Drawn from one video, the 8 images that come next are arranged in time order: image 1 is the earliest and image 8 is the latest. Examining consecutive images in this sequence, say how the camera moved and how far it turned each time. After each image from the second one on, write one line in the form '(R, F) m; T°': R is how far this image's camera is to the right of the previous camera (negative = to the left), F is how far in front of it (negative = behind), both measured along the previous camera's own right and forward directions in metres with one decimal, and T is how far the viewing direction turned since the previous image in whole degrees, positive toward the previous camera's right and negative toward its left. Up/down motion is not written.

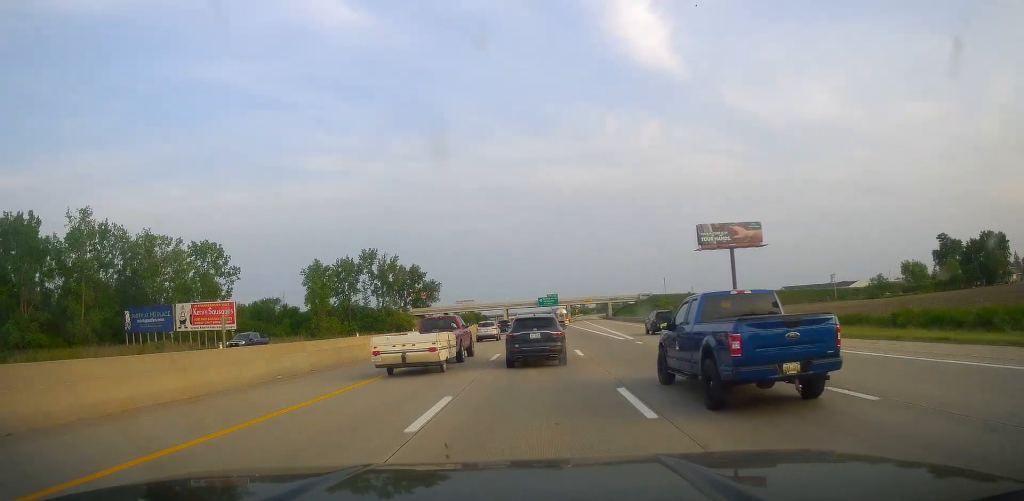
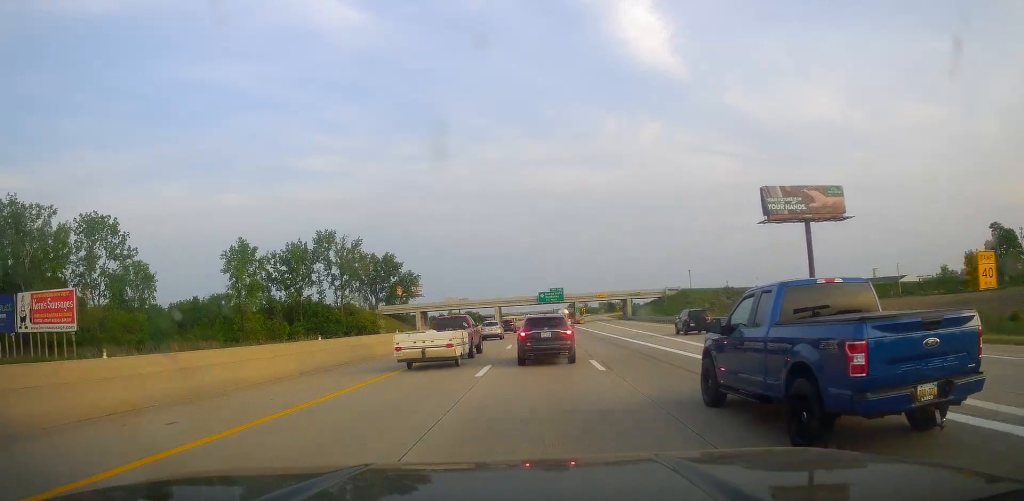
(0.0, +37.6) m; 0°
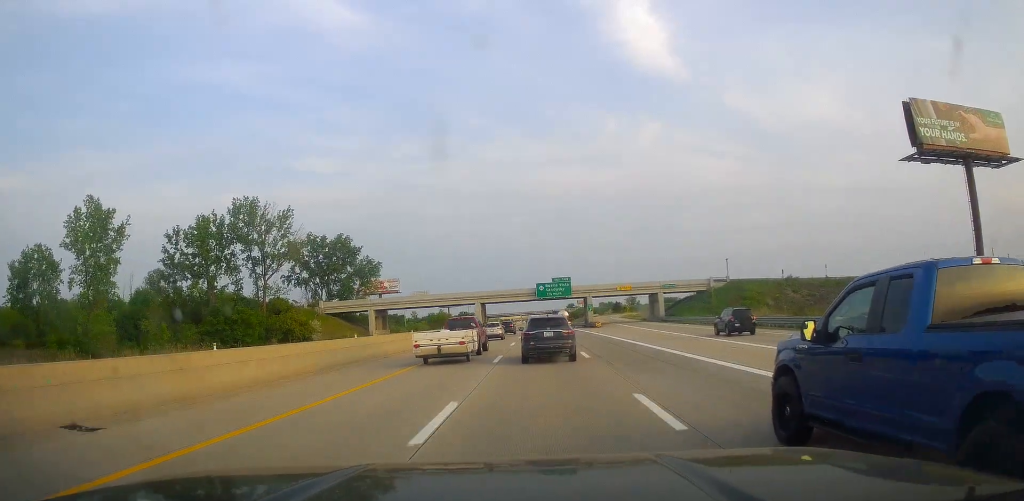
(0.0, +40.2) m; 0°
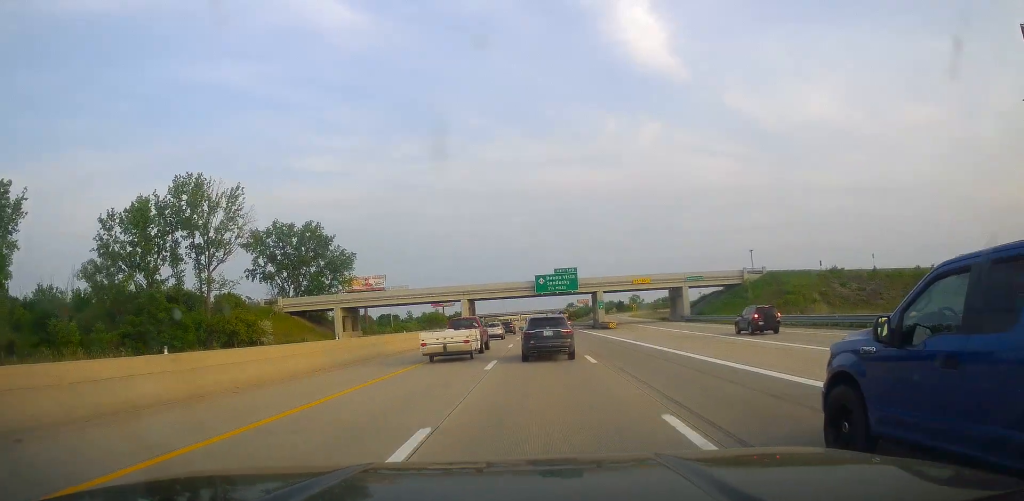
(0.0, +18.4) m; 0°
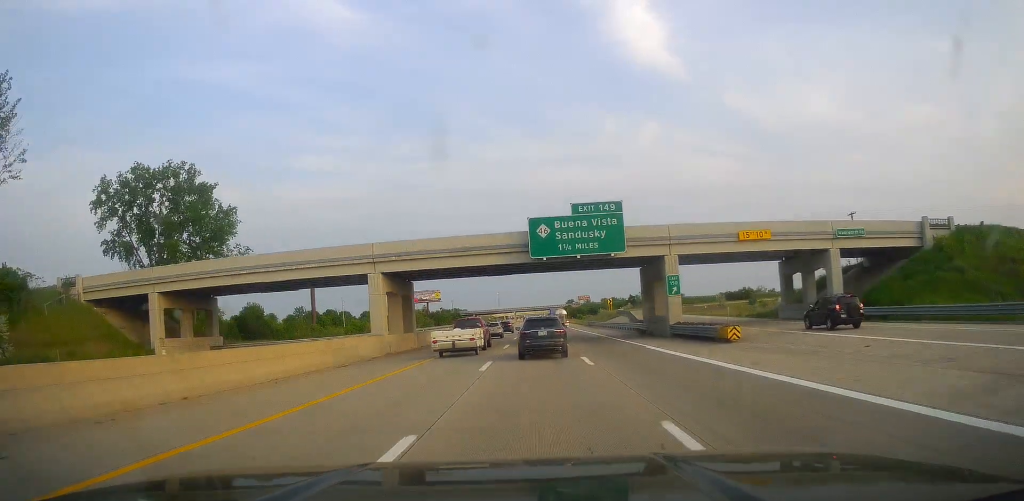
(0.0, +46.4) m; 0°
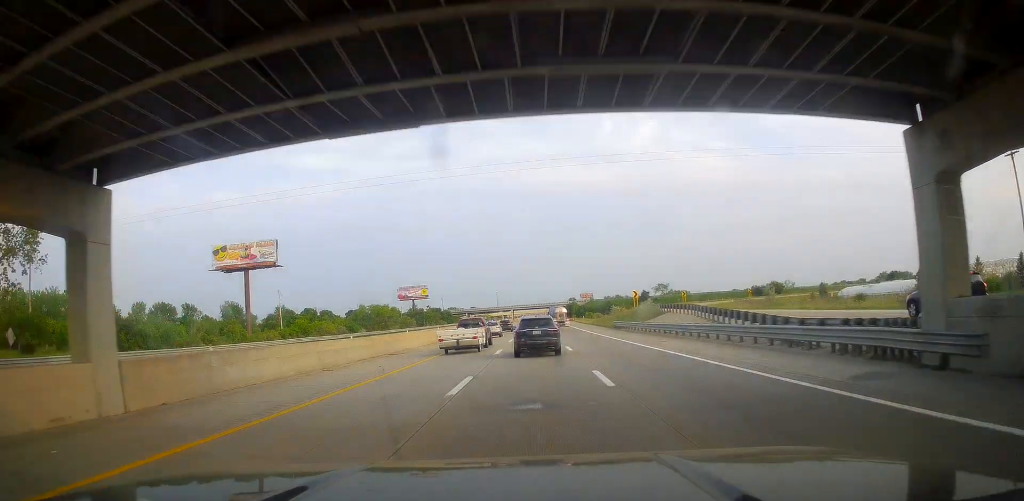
(0.0, +36.6) m; 0°
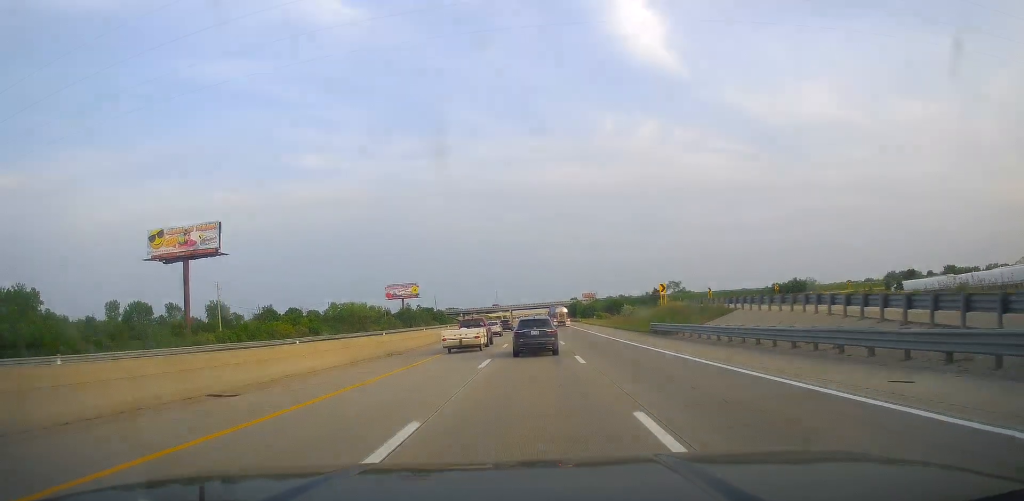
(0.0, +22.5) m; 0°
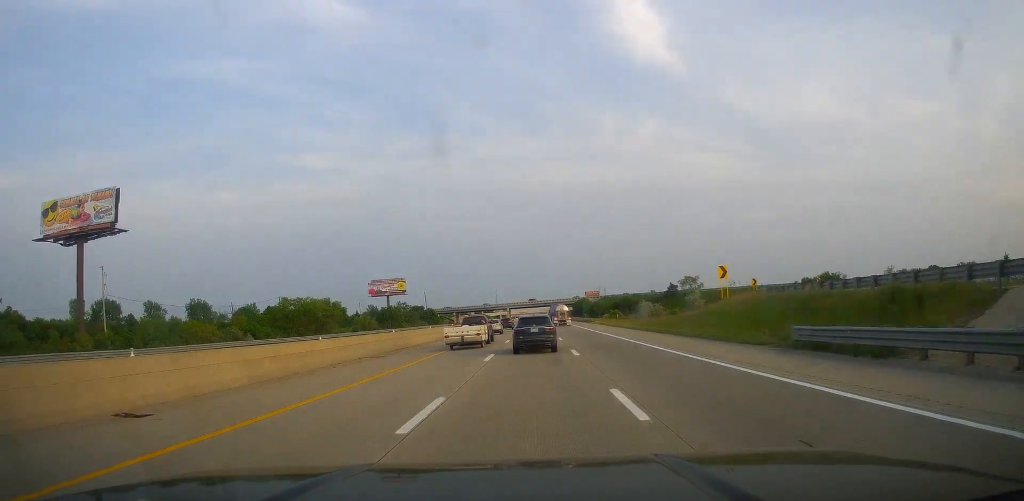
(+0.3, +26.9) m; 0°
